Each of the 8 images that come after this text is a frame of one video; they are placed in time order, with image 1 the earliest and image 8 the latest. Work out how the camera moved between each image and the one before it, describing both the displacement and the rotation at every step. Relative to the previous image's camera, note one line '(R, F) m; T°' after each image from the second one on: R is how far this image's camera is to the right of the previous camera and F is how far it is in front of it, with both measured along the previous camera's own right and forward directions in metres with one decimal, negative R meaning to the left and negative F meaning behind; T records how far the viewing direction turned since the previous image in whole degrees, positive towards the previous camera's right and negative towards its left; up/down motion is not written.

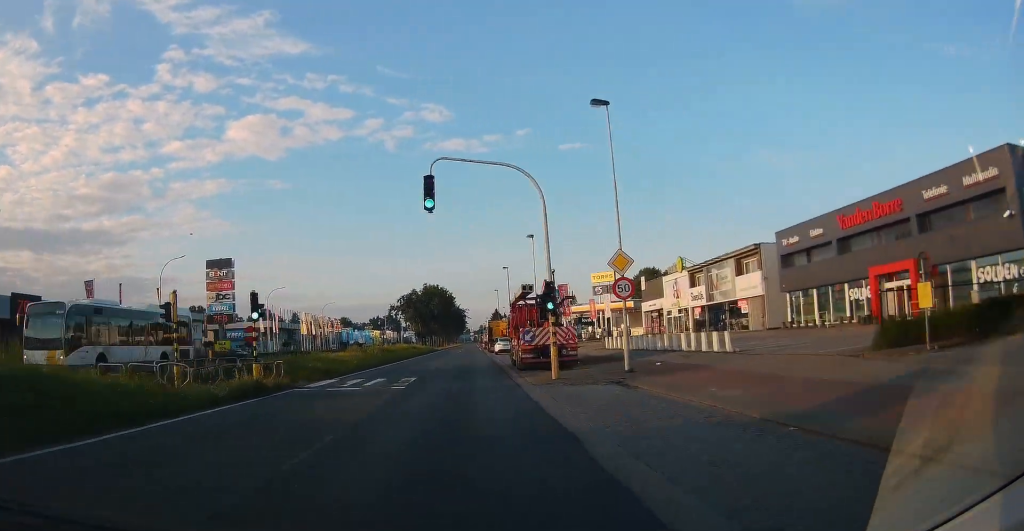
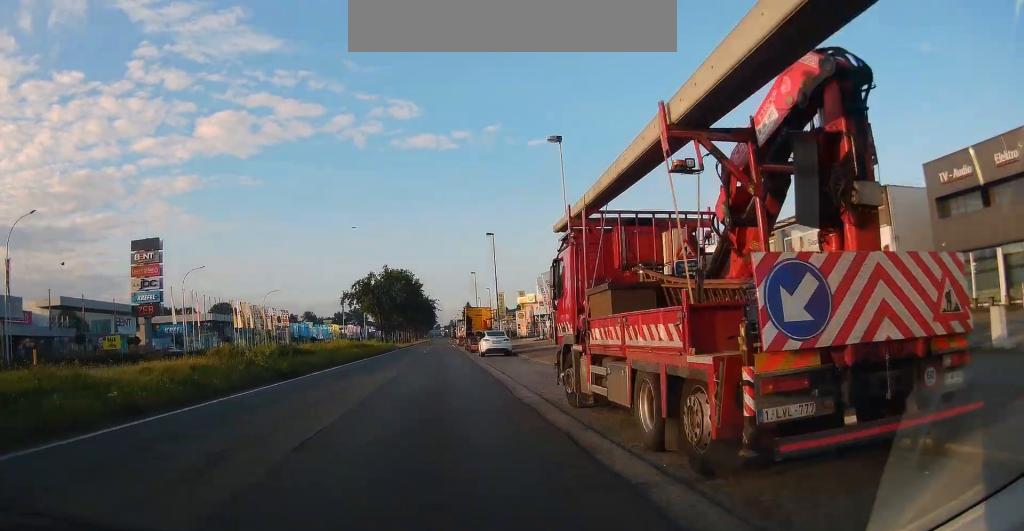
(+3.0, +18.2) m; +12°
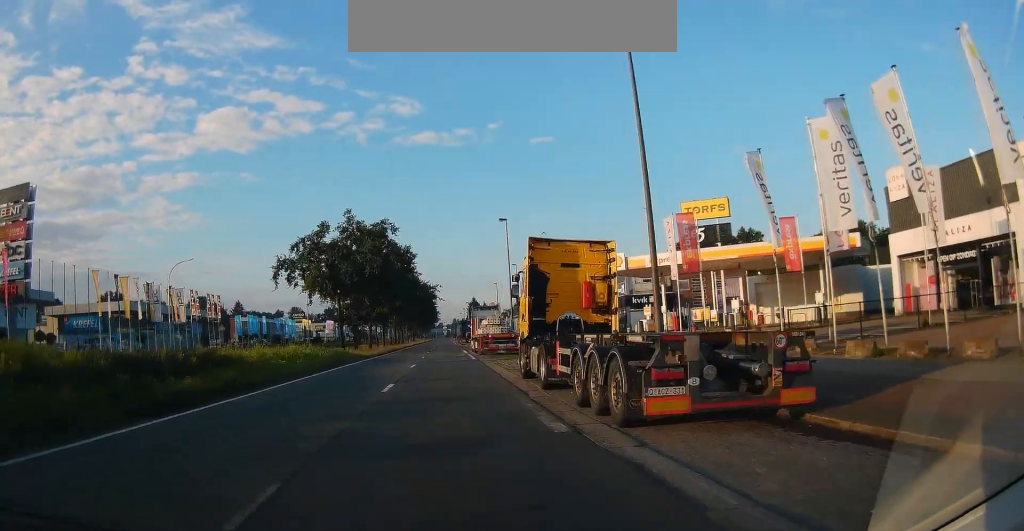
(+2.7, +40.7) m; +5°
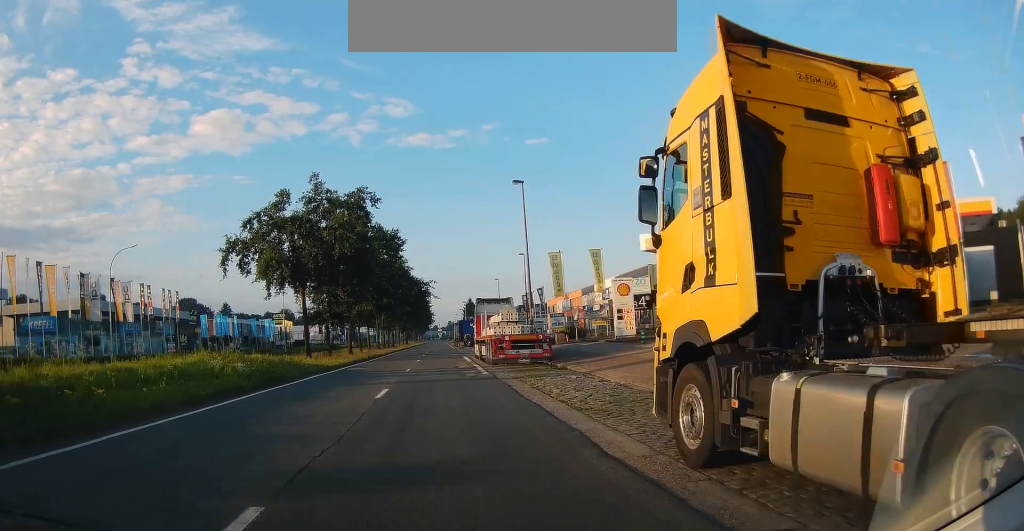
(0.0, +15.0) m; +2°
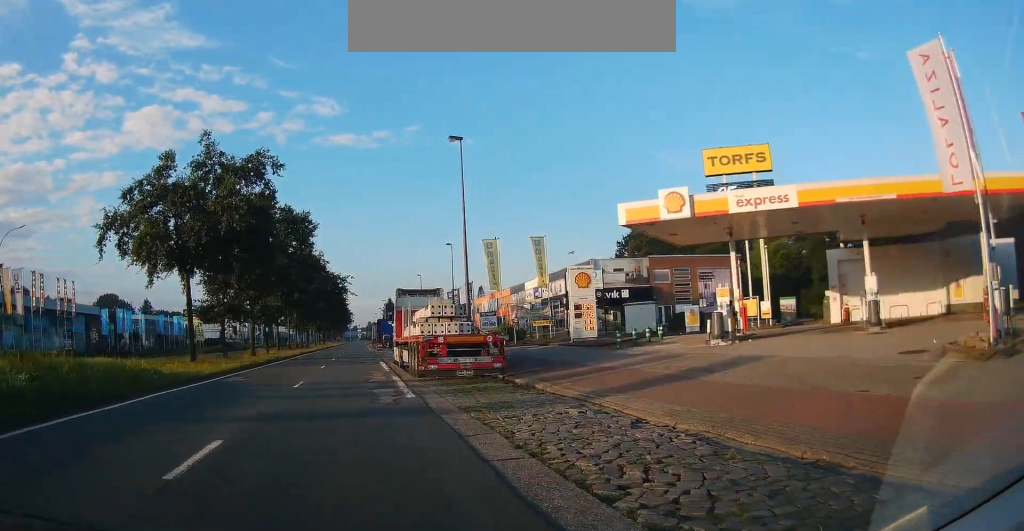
(+0.1, +13.6) m; +7°
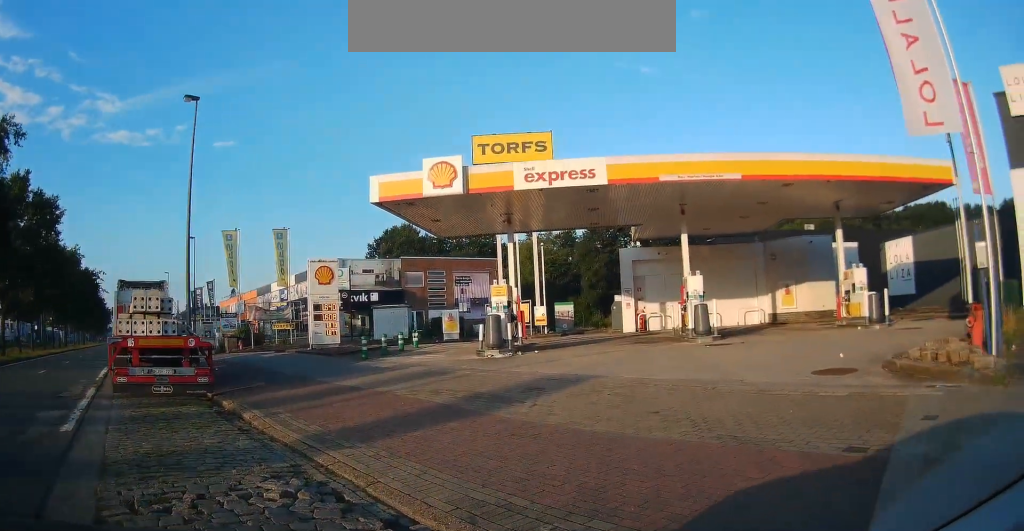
(+1.5, +12.7) m; +13°
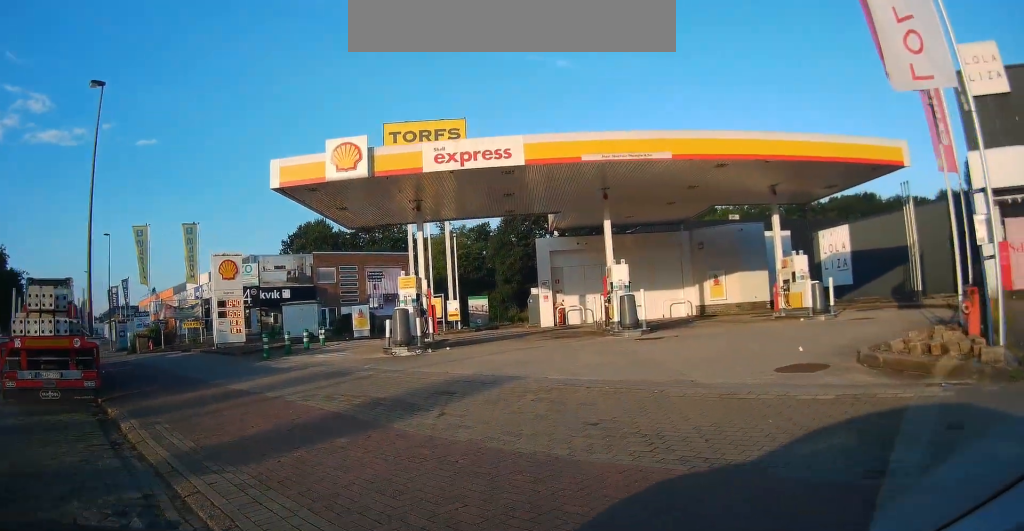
(+0.6, +5.0) m; +5°
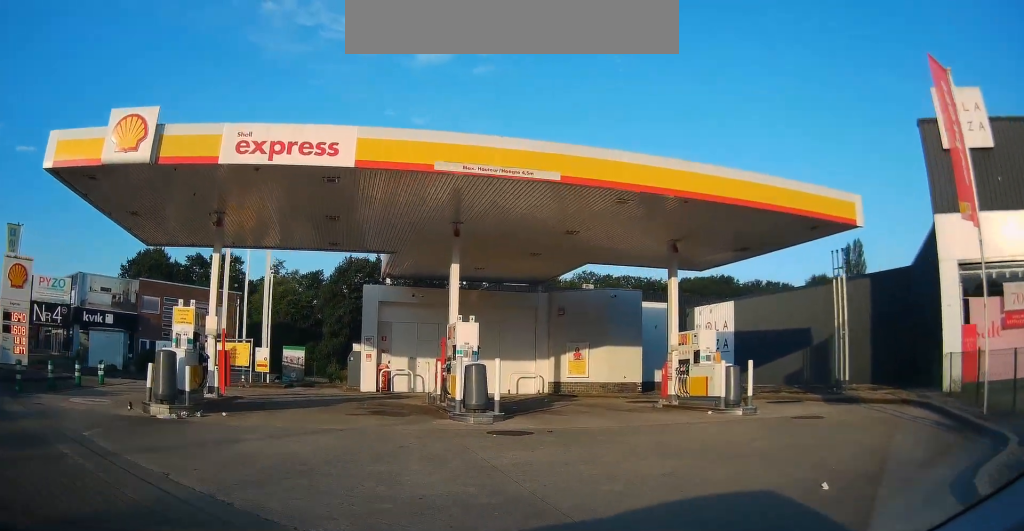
(+0.8, +5.9) m; +23°
